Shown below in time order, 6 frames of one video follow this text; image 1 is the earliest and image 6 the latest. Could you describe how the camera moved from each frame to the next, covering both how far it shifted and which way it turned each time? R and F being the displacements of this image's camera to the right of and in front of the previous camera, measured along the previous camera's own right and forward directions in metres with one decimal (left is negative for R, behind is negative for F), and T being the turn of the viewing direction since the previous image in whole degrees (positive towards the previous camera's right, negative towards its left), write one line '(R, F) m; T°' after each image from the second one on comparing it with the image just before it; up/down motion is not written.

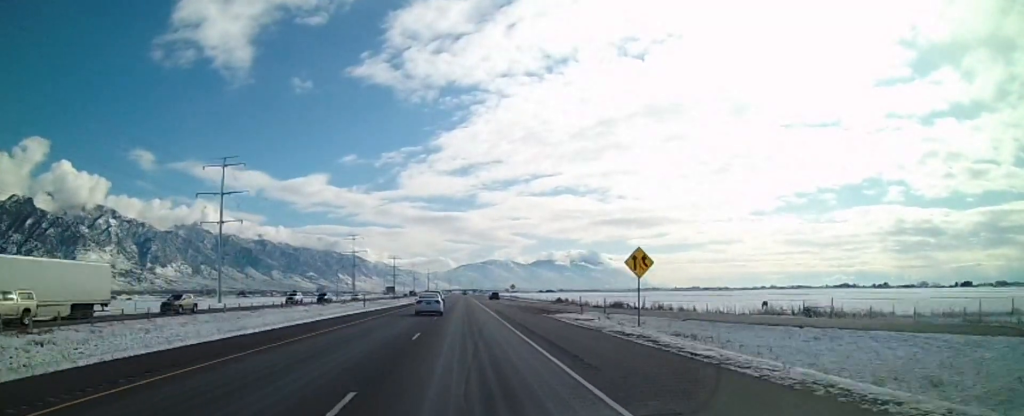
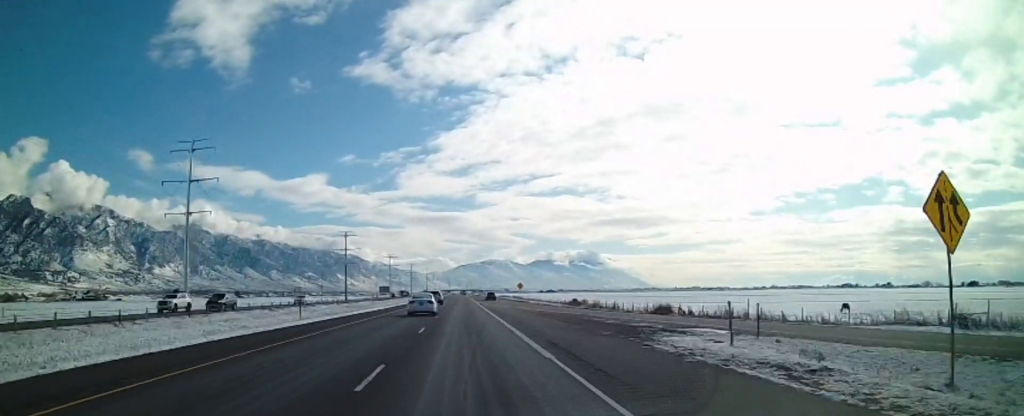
(+0.1, +21.4) m; 0°
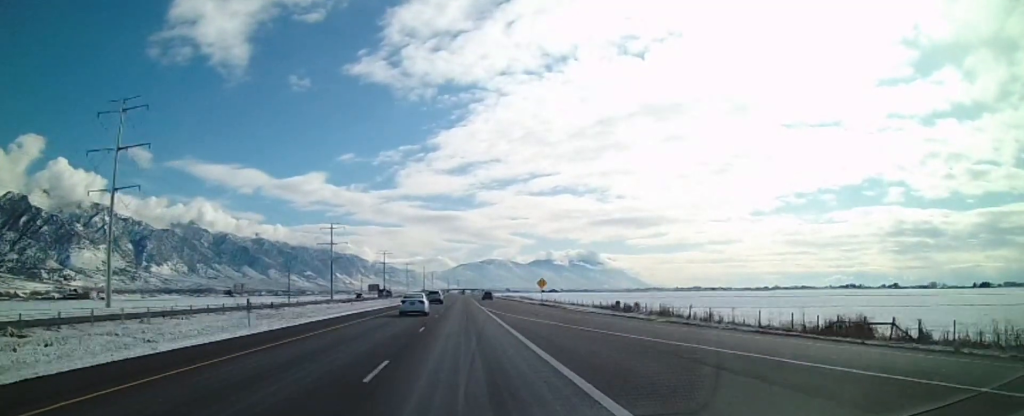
(-0.5, +35.8) m; 0°
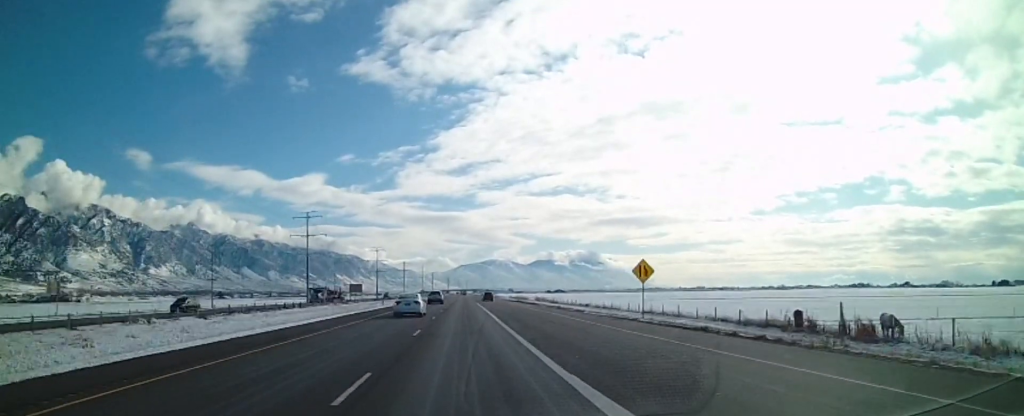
(+0.6, +50.6) m; +1°
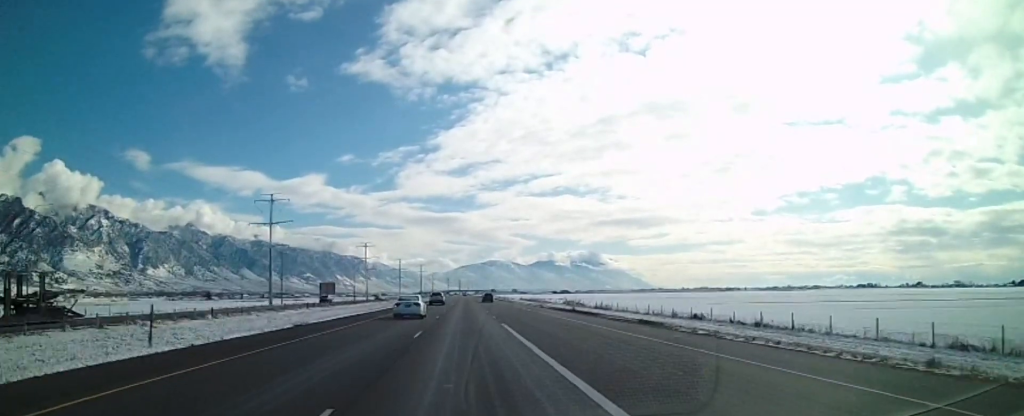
(-0.2, +52.5) m; 0°
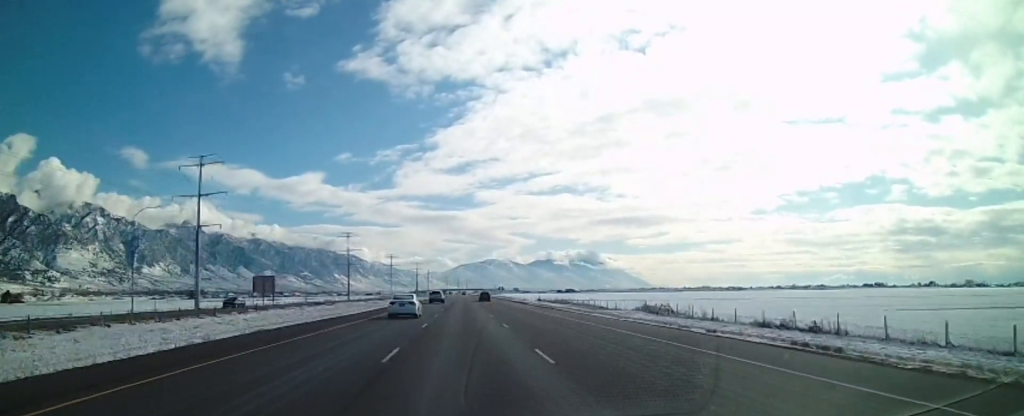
(+0.8, +60.3) m; +1°
